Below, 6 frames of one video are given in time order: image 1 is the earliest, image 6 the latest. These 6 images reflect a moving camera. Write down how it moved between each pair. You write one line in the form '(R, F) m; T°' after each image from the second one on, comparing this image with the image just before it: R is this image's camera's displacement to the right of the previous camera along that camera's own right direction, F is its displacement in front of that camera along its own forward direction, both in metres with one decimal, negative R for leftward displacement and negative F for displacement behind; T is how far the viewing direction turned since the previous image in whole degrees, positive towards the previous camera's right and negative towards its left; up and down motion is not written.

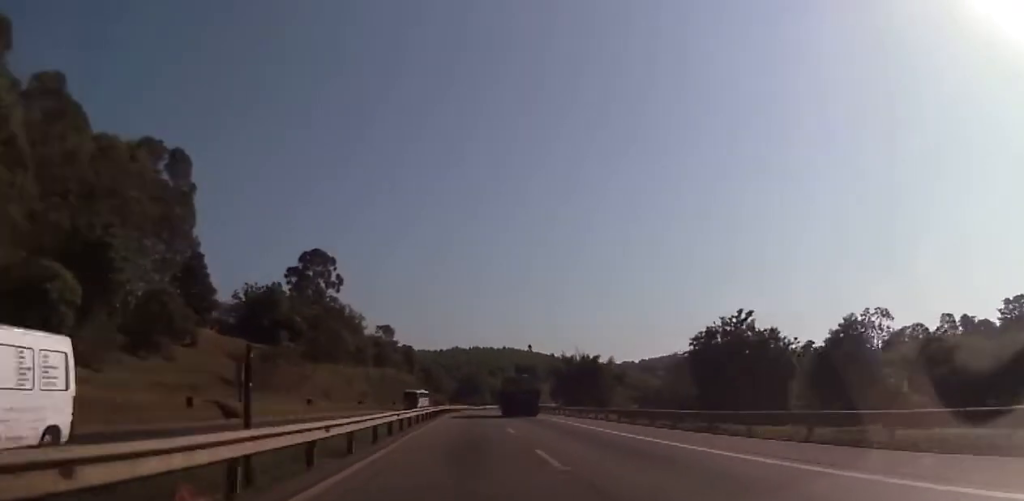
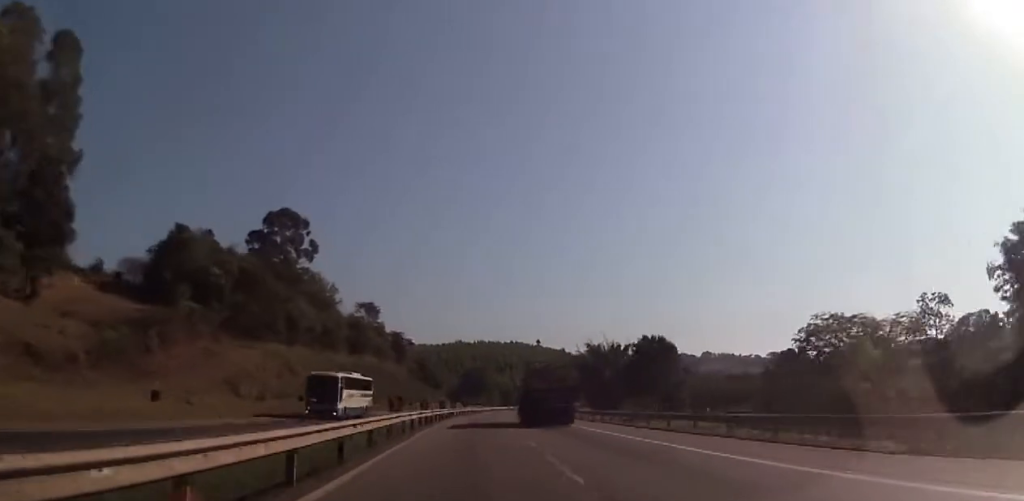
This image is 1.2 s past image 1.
(+0.1, +38.4) m; 0°
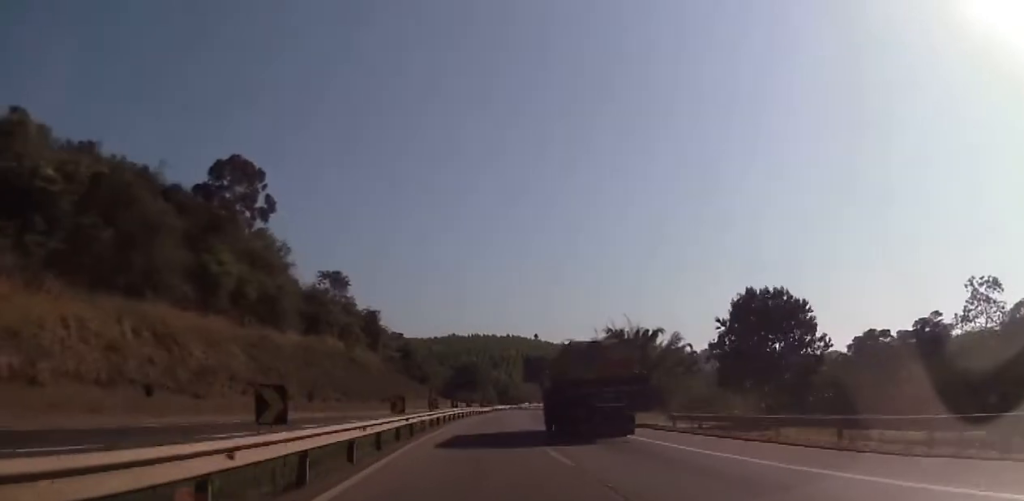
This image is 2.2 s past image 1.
(+0.1, +32.4) m; 0°
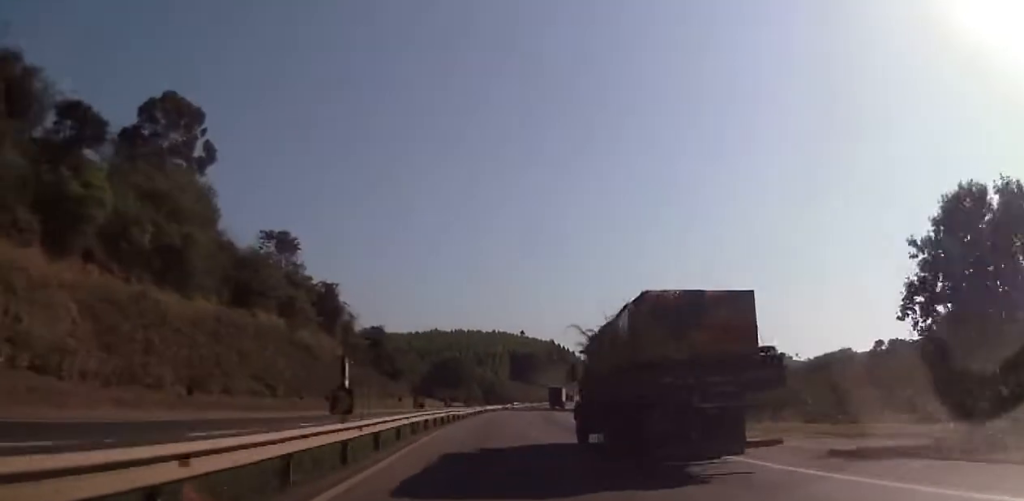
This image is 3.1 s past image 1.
(-0.1, +25.7) m; 0°
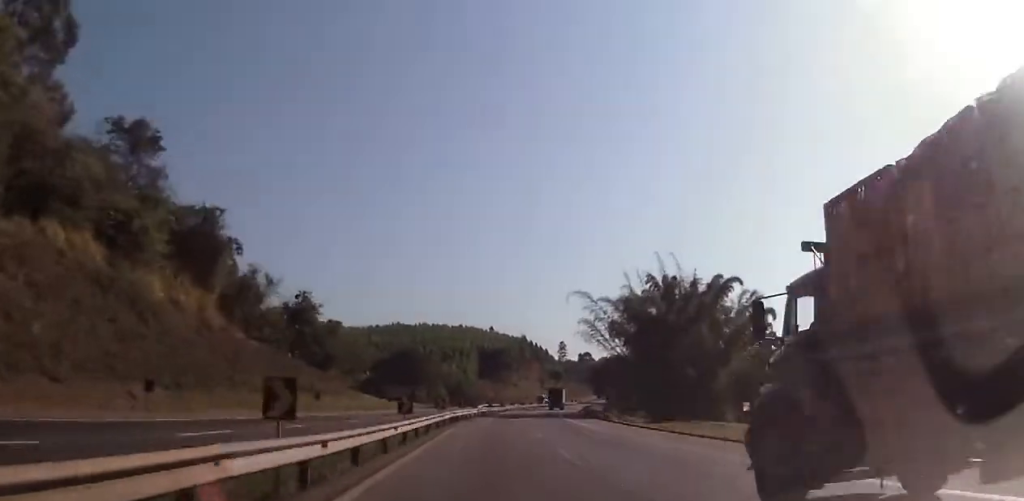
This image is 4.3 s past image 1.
(+0.1, +36.3) m; +2°
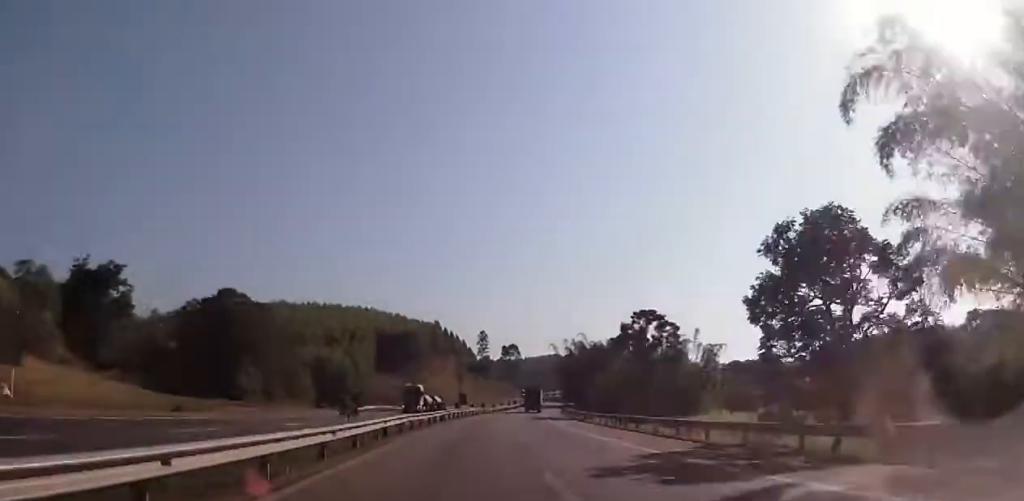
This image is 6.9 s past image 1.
(+5.8, +78.6) m; +8°
